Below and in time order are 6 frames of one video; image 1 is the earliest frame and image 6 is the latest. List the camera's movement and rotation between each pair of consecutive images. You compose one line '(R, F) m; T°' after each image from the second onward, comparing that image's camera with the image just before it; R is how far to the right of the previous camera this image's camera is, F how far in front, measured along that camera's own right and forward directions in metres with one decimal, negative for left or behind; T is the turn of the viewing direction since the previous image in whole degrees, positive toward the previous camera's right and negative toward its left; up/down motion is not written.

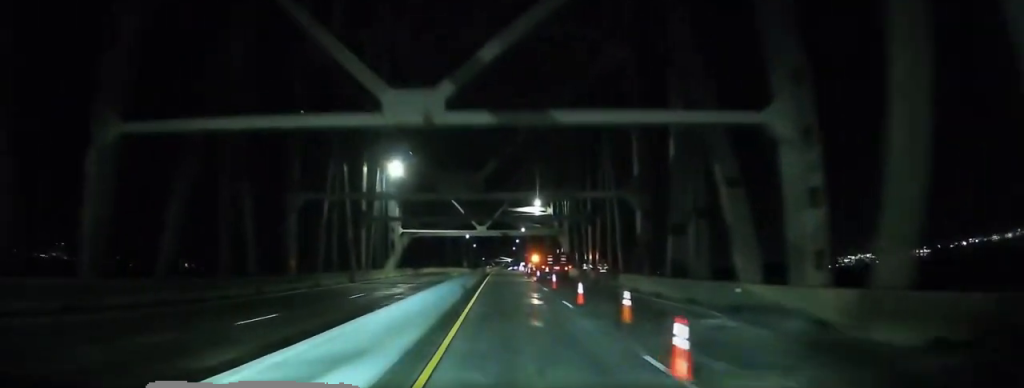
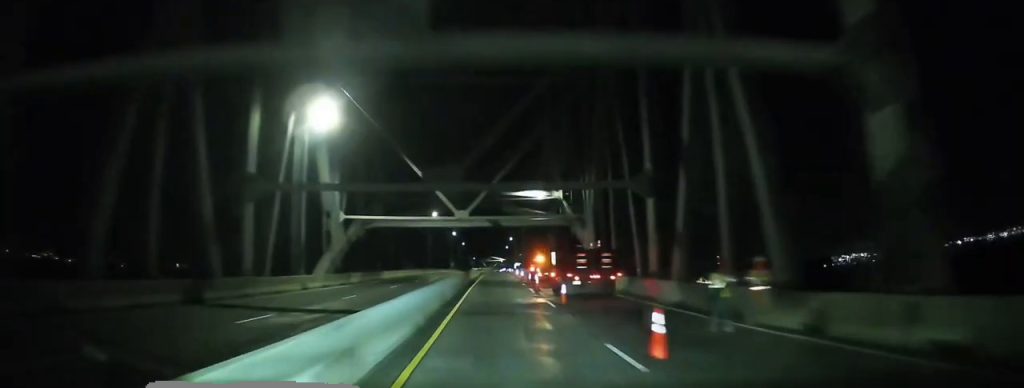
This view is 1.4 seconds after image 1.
(-0.3, +23.3) m; +1°
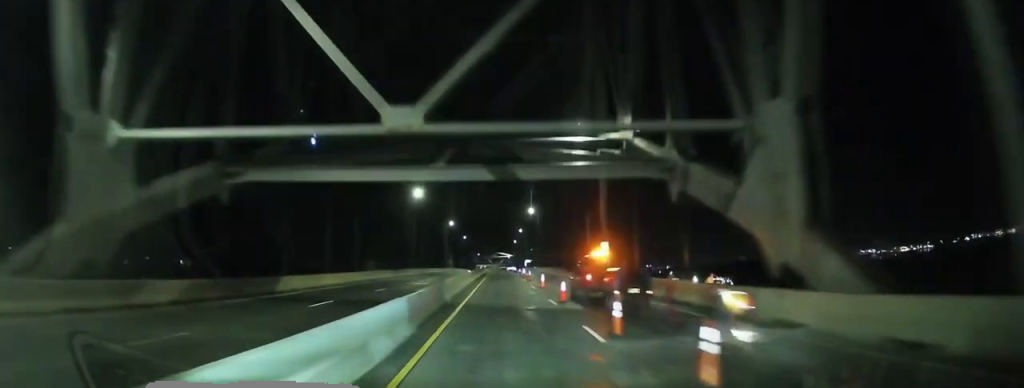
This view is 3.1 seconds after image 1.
(+0.4, +29.1) m; 0°
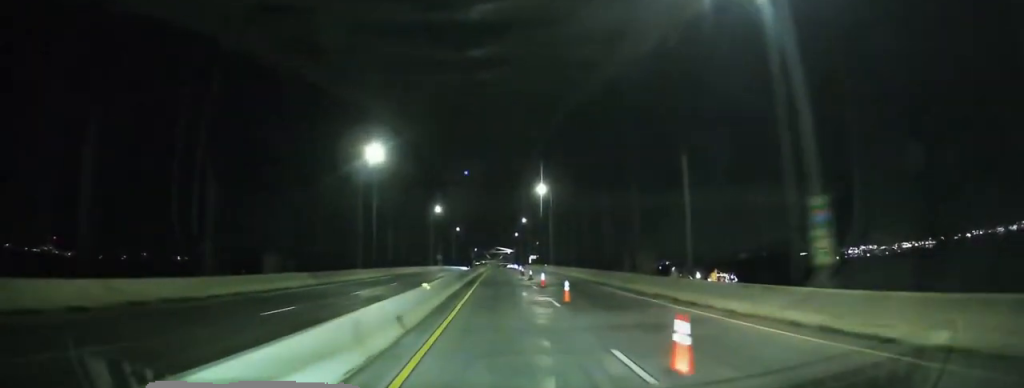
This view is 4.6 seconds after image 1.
(-0.2, +26.5) m; +1°
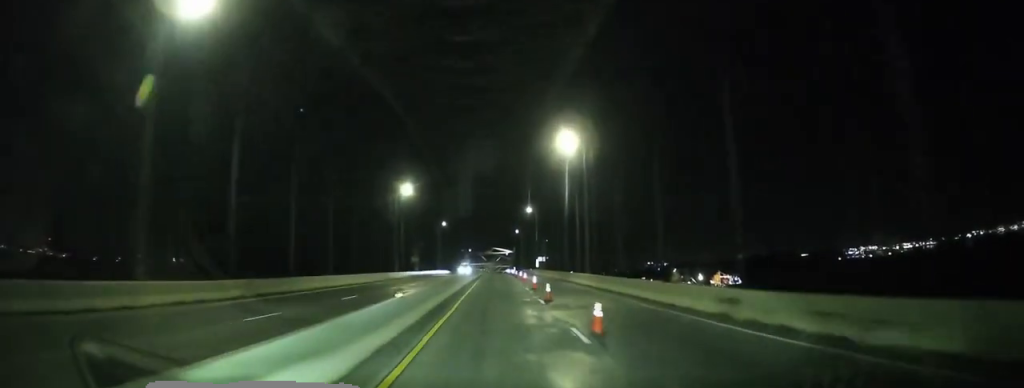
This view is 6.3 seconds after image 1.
(+0.5, +30.6) m; -1°
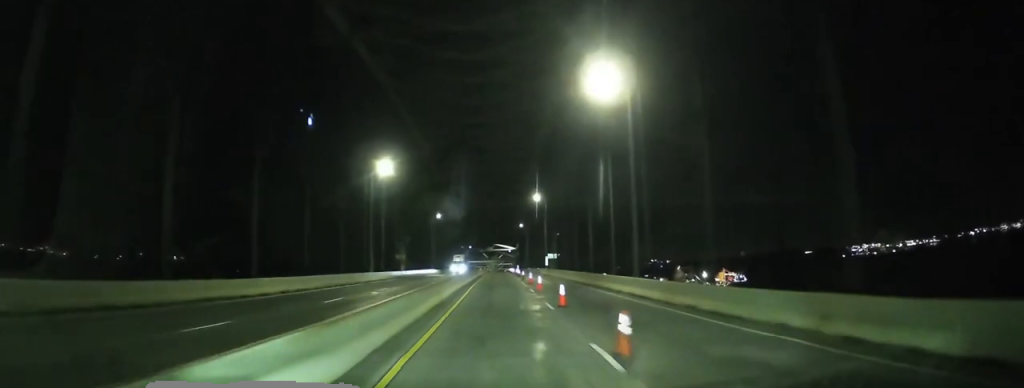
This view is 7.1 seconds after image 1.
(-0.4, +15.1) m; -2°
